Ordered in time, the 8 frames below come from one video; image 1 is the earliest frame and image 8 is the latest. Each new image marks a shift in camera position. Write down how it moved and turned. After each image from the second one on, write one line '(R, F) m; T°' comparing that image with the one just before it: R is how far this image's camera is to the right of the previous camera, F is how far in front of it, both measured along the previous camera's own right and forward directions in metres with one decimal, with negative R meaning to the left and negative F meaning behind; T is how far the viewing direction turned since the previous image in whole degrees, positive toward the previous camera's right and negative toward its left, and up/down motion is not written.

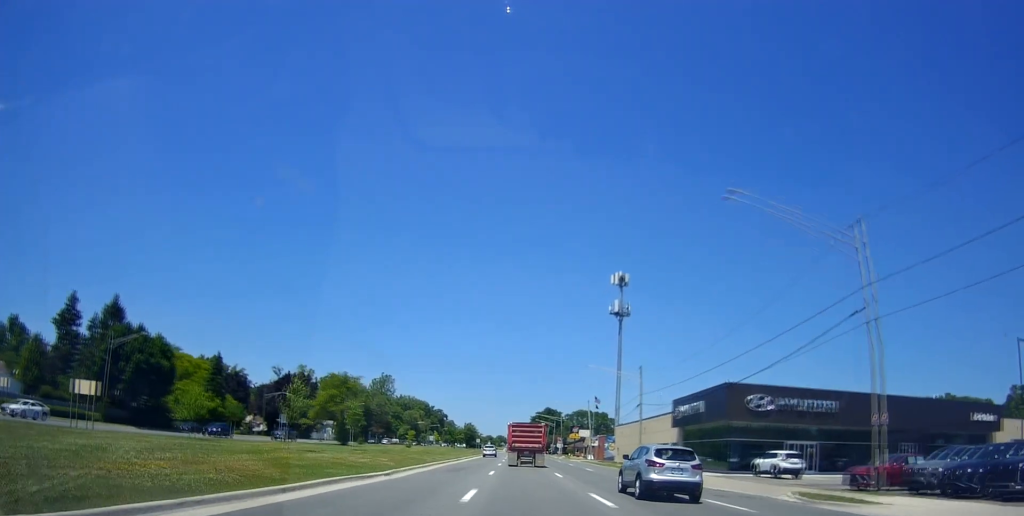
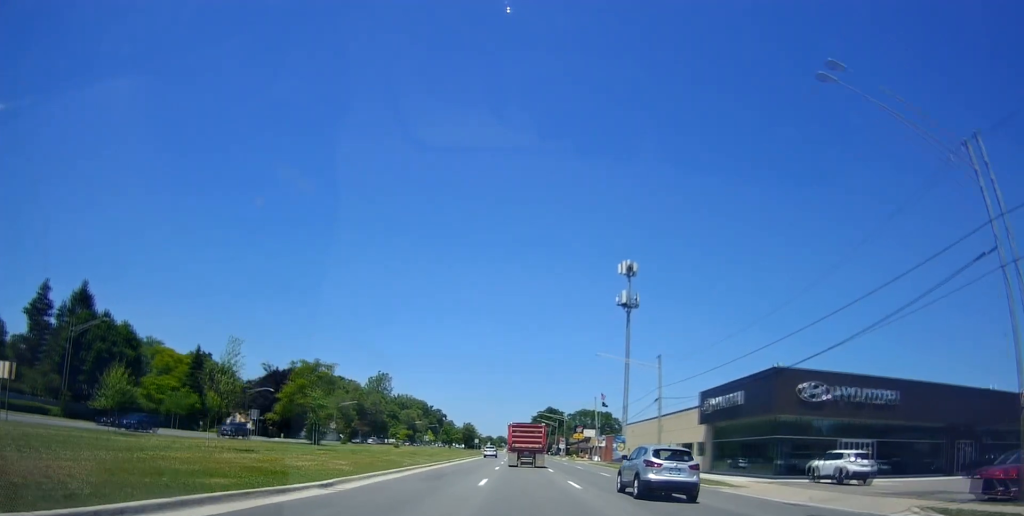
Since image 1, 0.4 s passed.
(-0.3, +8.0) m; 0°
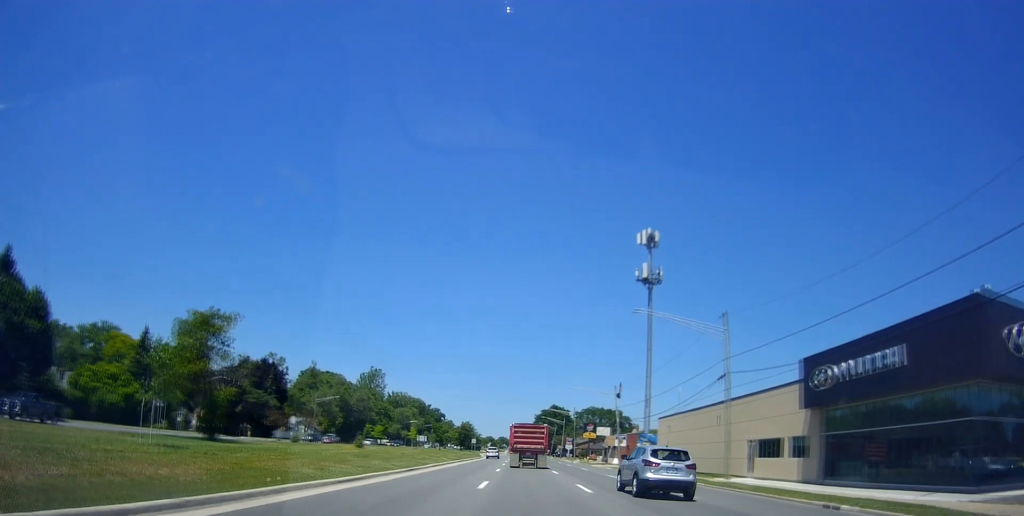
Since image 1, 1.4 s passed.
(-0.2, +17.3) m; 0°
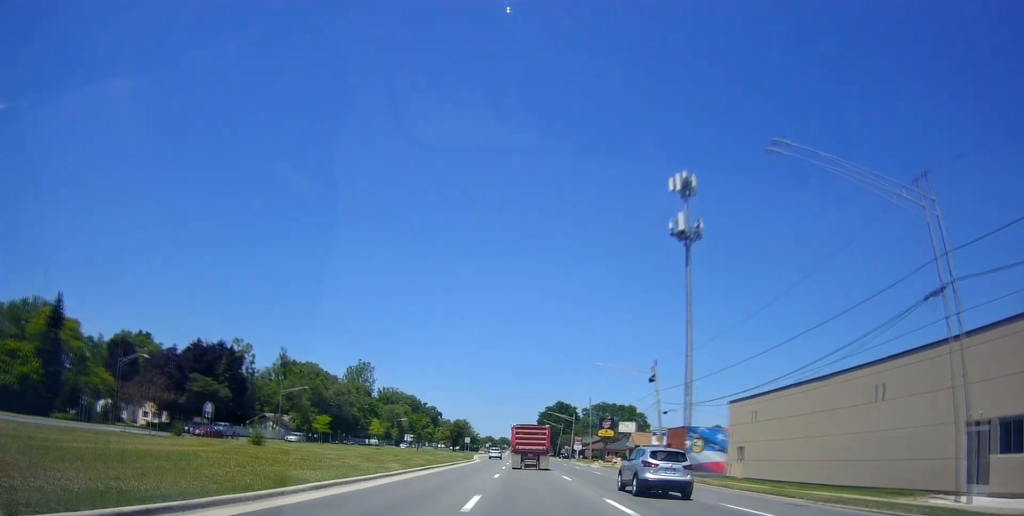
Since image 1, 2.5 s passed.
(+0.1, +21.7) m; 0°
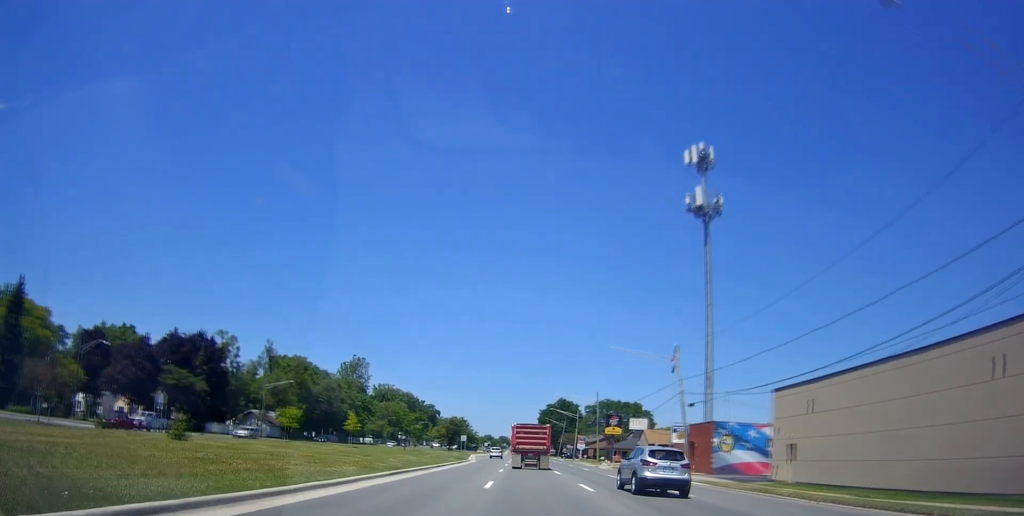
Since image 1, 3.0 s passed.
(-0.3, +8.1) m; 0°
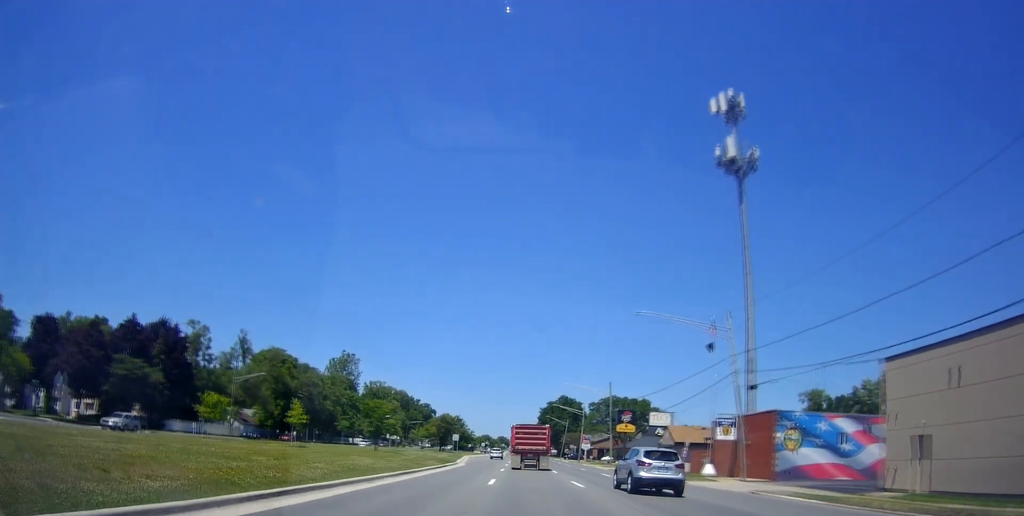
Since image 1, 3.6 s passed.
(+0.3, +12.4) m; +1°
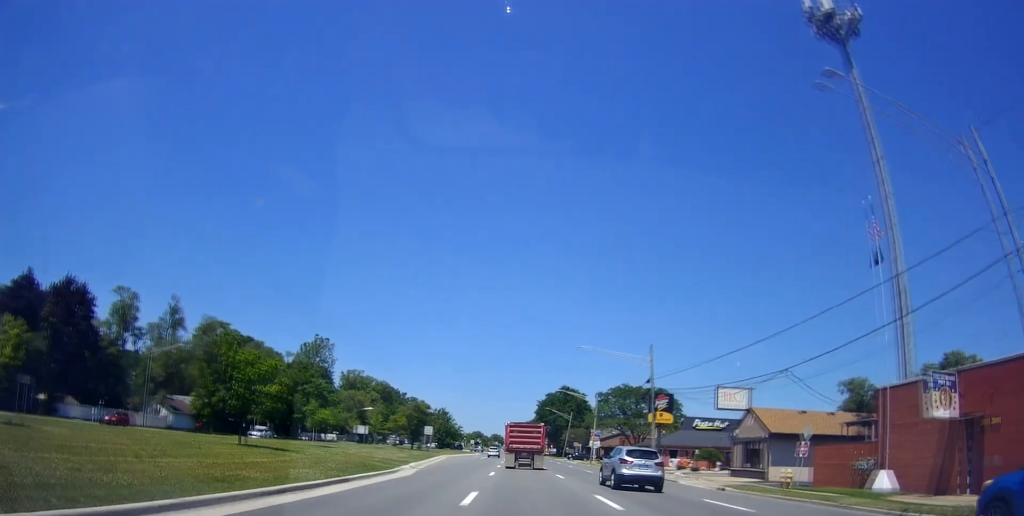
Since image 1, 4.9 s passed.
(+0.3, +23.9) m; +1°
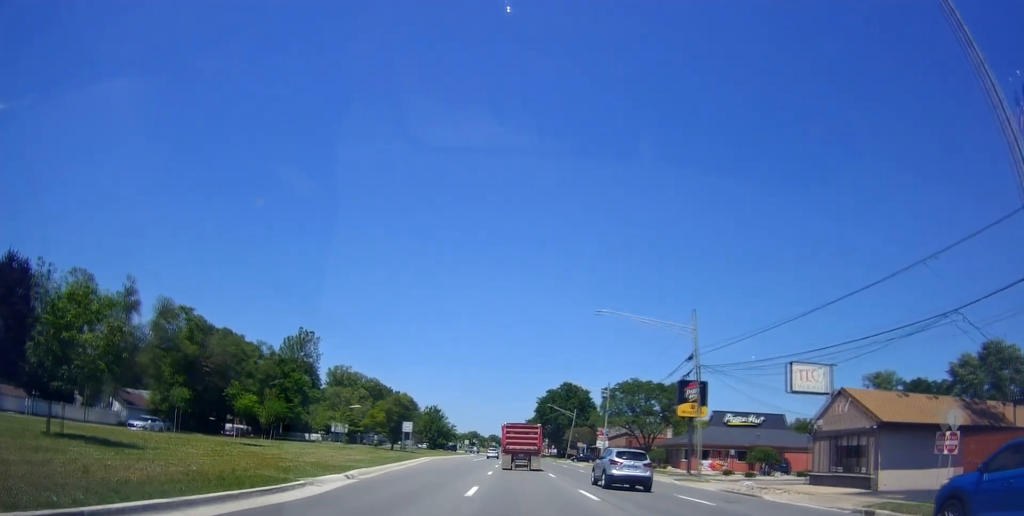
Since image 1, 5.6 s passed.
(+0.1, +12.2) m; 0°
